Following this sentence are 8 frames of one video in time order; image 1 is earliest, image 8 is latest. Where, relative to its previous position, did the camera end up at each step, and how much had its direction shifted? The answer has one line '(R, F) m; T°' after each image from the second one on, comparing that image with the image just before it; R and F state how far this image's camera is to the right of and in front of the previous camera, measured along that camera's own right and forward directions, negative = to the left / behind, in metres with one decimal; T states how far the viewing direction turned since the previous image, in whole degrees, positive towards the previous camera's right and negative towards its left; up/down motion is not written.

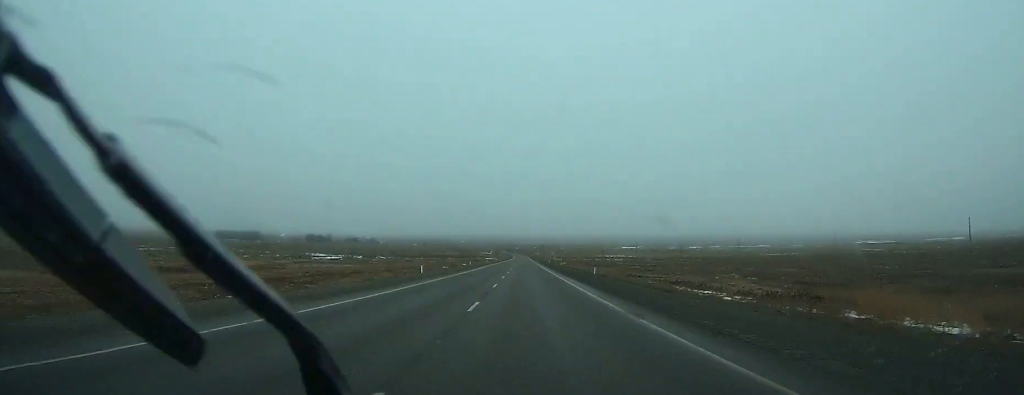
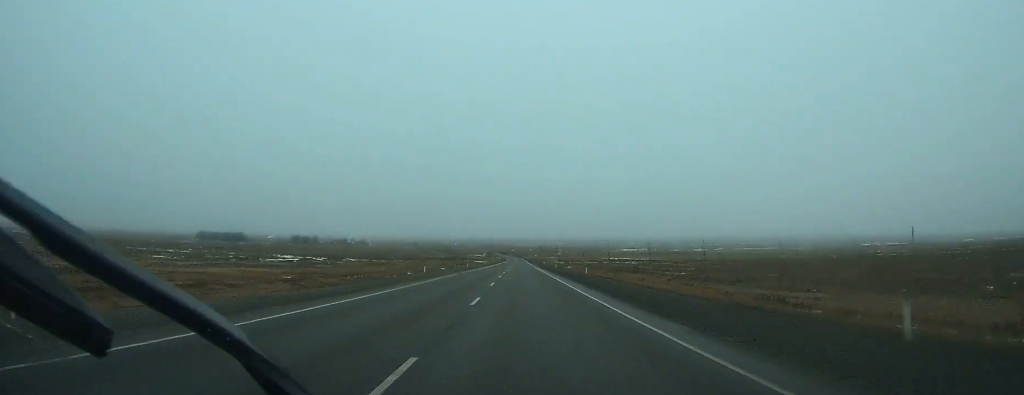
(+0.2, +50.5) m; 0°
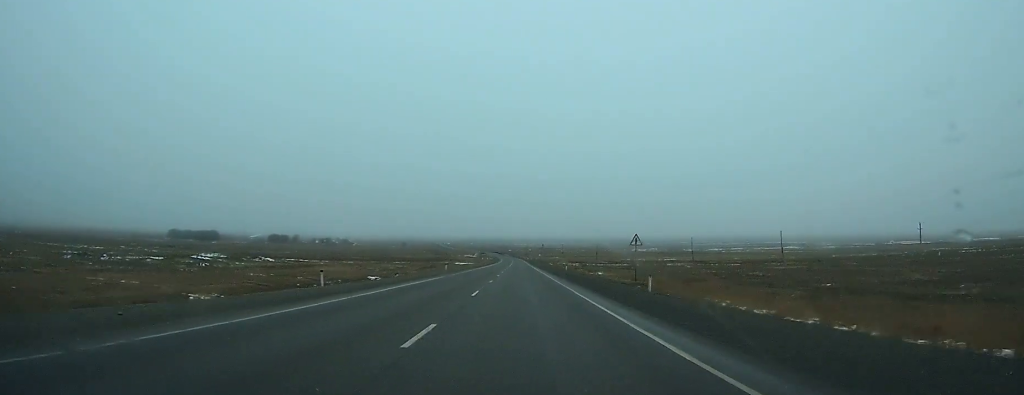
(0.0, +85.6) m; 0°
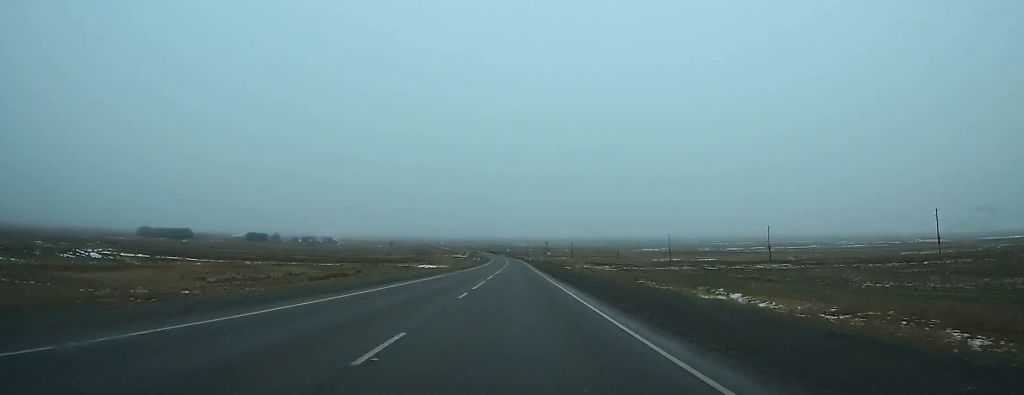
(+0.1, +76.8) m; 0°
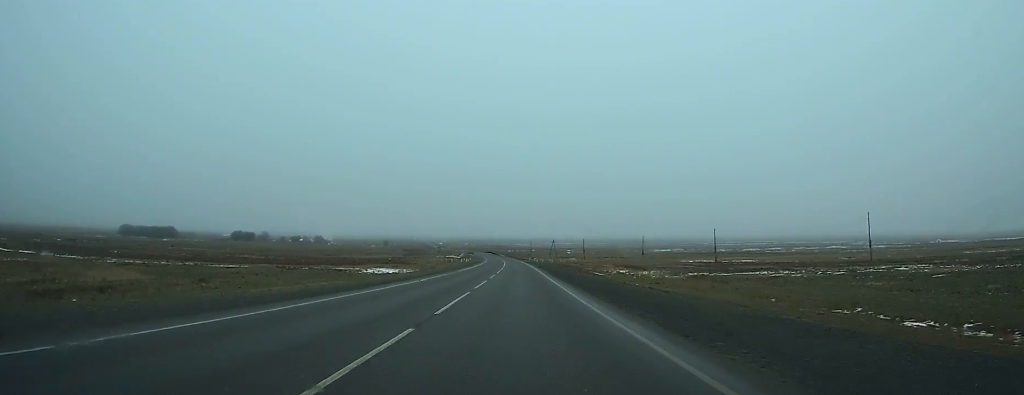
(0.0, +45.4) m; 0°
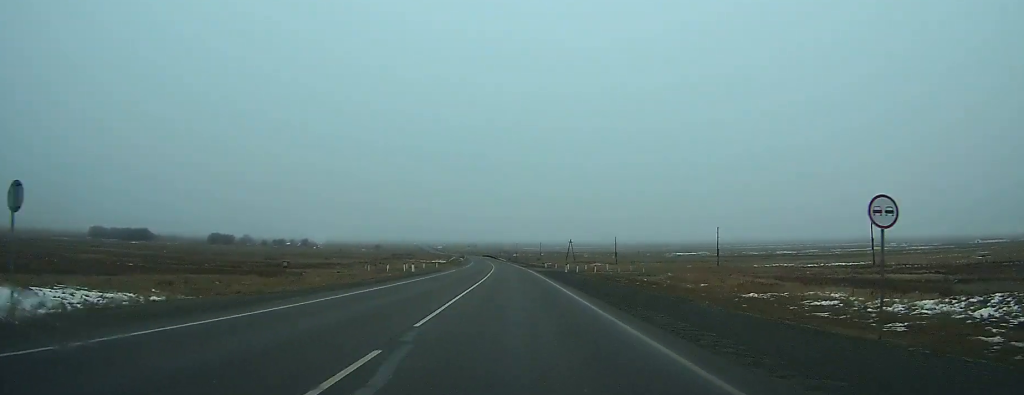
(-0.3, +66.0) m; -1°
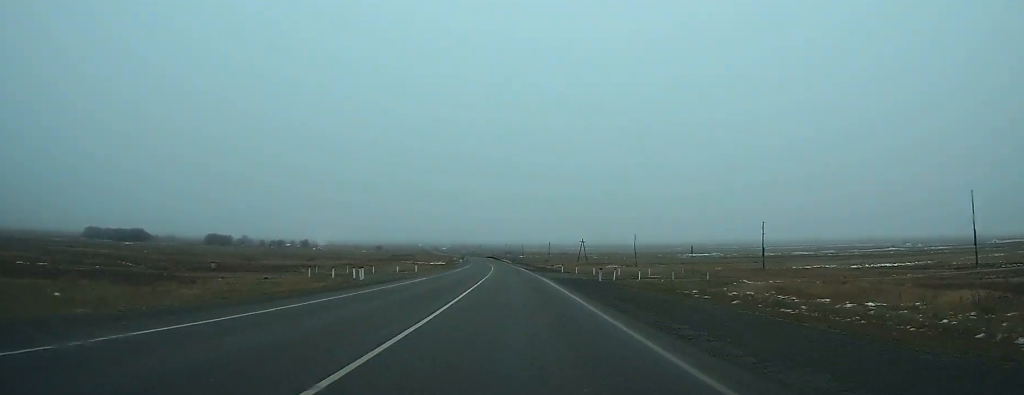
(-0.1, +20.5) m; -1°
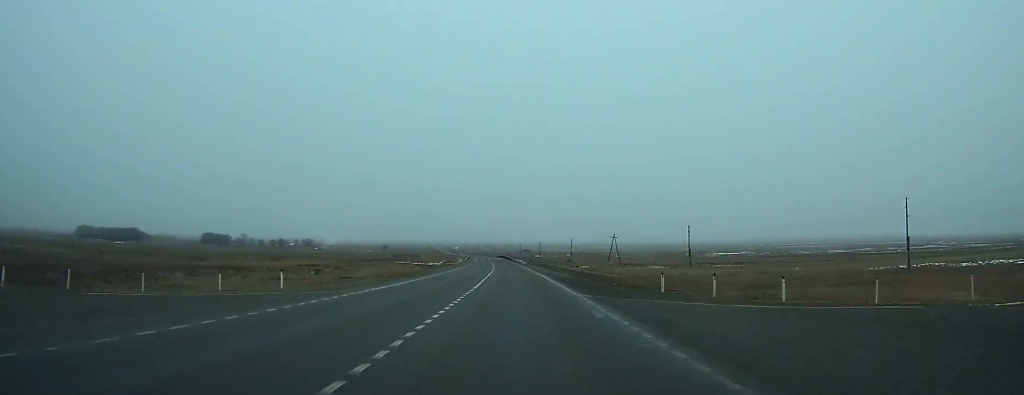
(-0.3, +38.7) m; -1°
